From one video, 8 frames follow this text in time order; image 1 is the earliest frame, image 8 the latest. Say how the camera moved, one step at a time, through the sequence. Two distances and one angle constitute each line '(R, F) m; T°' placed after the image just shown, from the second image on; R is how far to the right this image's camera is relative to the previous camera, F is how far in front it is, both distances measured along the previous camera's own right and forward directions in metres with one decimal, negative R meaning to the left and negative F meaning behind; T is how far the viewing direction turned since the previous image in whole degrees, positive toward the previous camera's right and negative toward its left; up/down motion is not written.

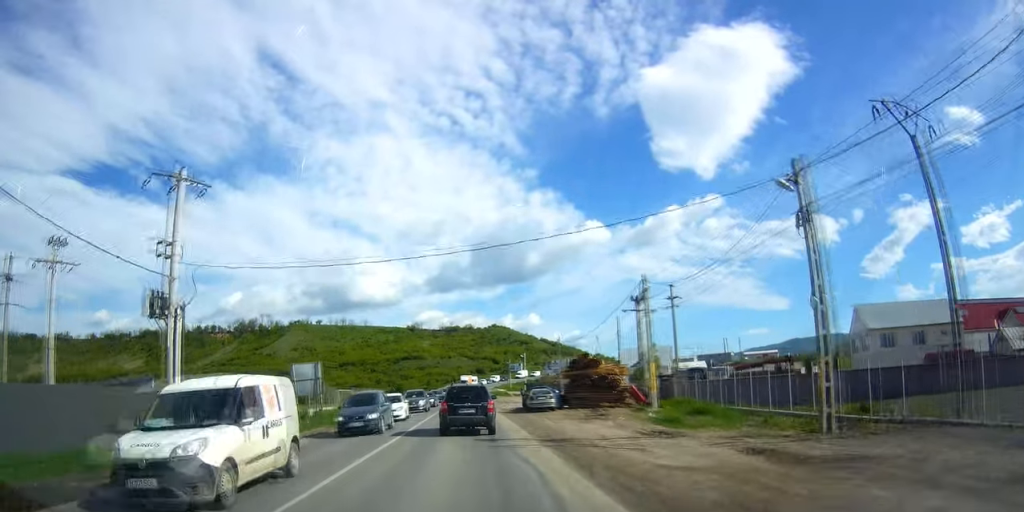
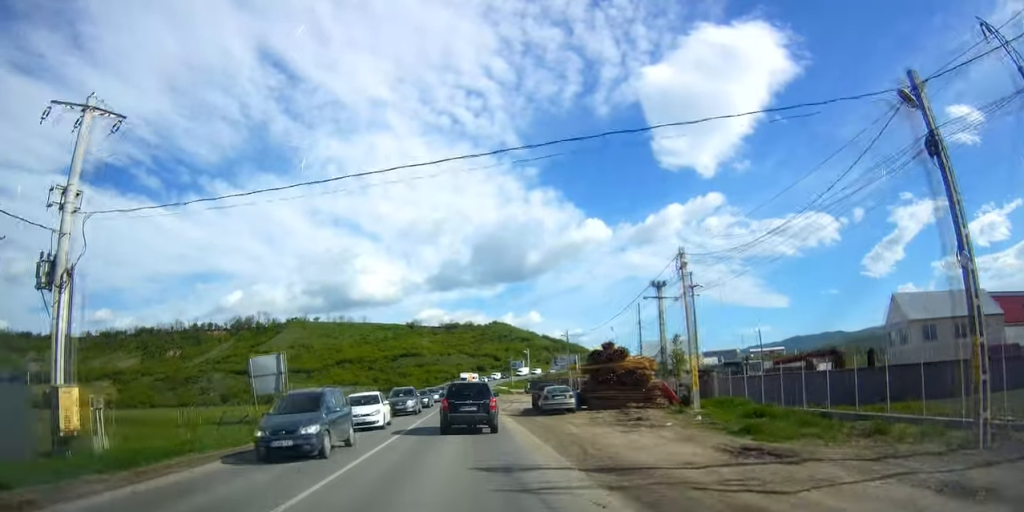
(0.0, +6.7) m; -1°
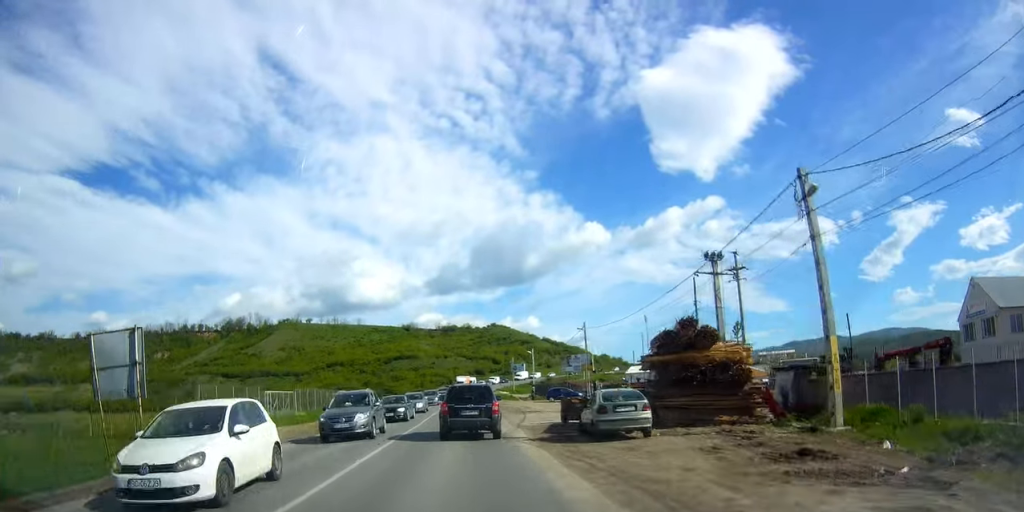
(-0.1, +12.7) m; 0°
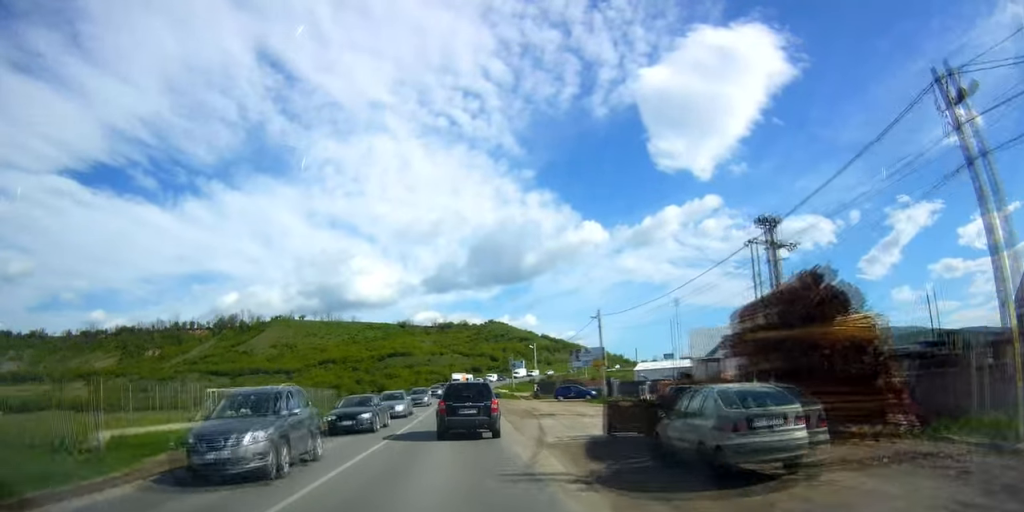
(-0.3, +8.5) m; +1°
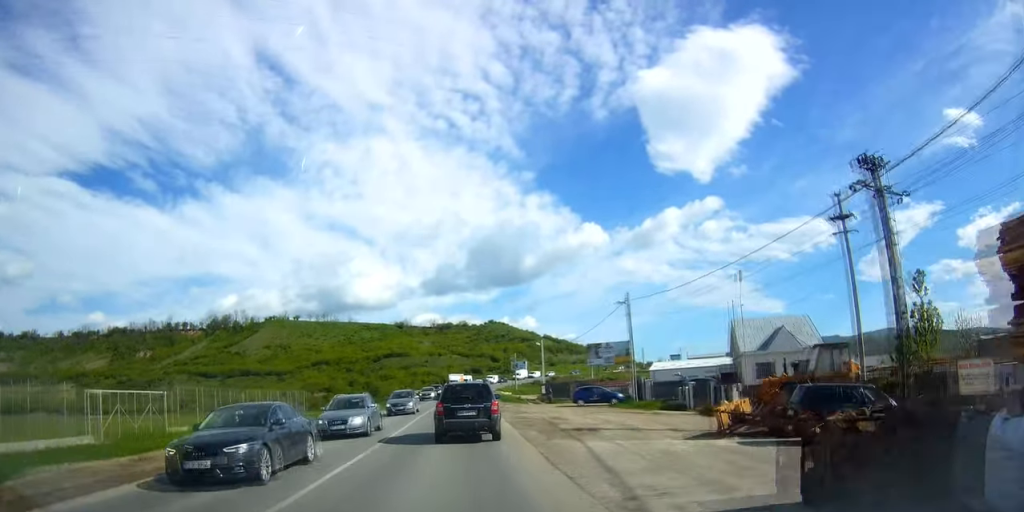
(+0.5, +10.2) m; 0°
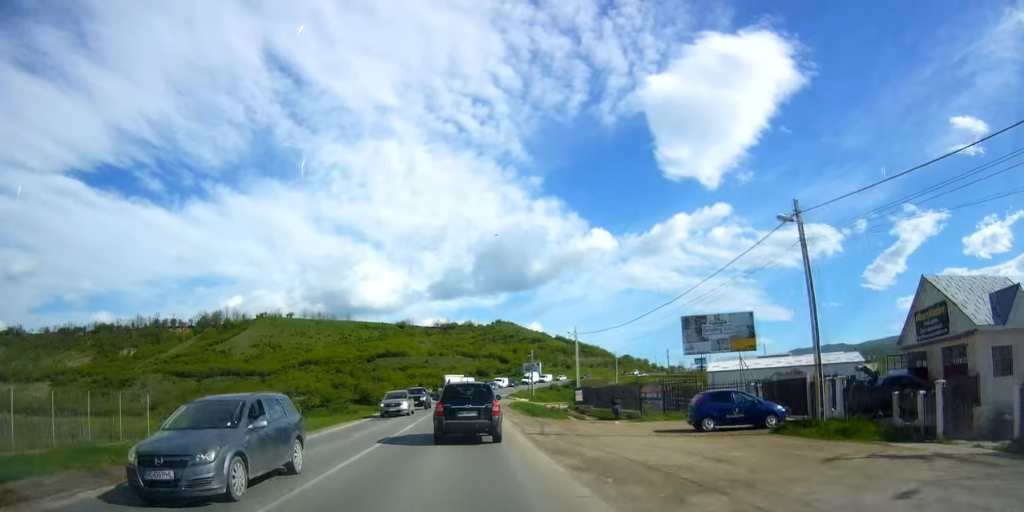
(-0.5, +24.4) m; -1°
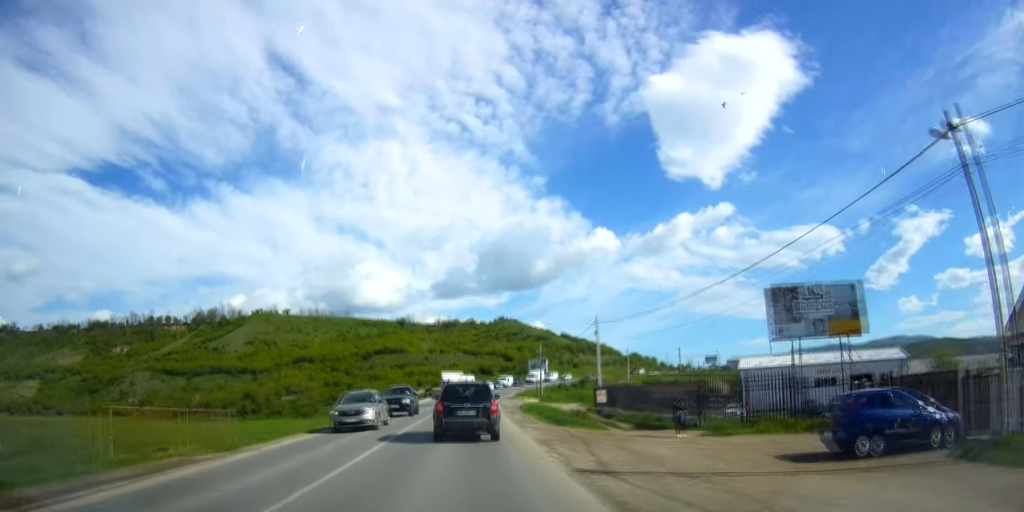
(+0.2, +10.1) m; +1°
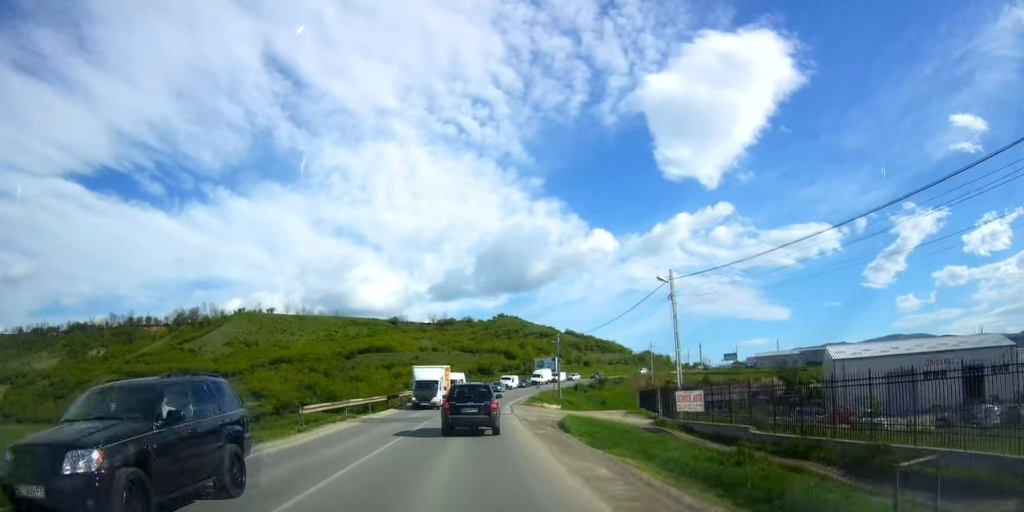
(0.0, +22.1) m; +1°
